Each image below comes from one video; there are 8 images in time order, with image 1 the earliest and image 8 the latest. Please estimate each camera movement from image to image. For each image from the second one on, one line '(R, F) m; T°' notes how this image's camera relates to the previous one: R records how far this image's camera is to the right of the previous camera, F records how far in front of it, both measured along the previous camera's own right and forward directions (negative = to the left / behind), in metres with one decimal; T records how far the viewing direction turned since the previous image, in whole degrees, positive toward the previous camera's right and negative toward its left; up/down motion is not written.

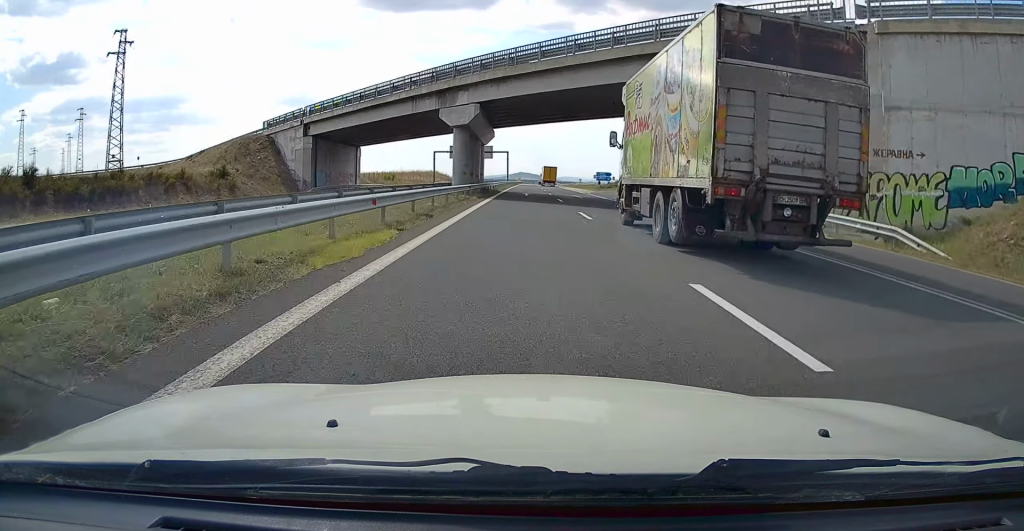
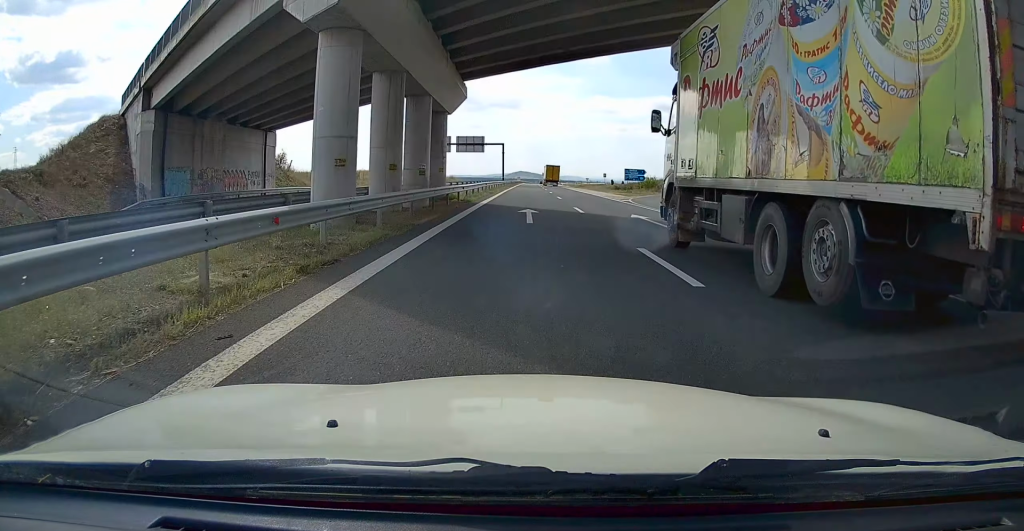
(-0.1, +28.5) m; 0°
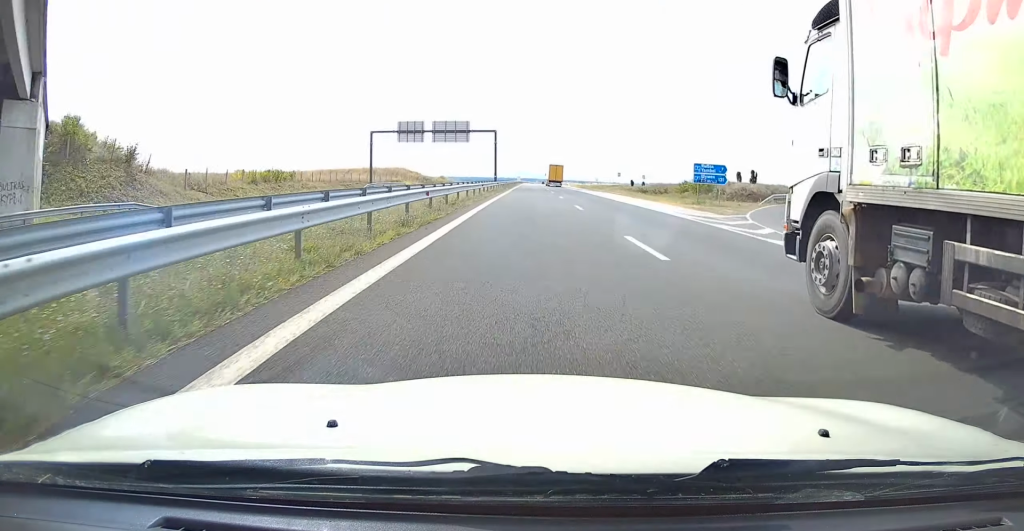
(+0.3, +29.5) m; +1°
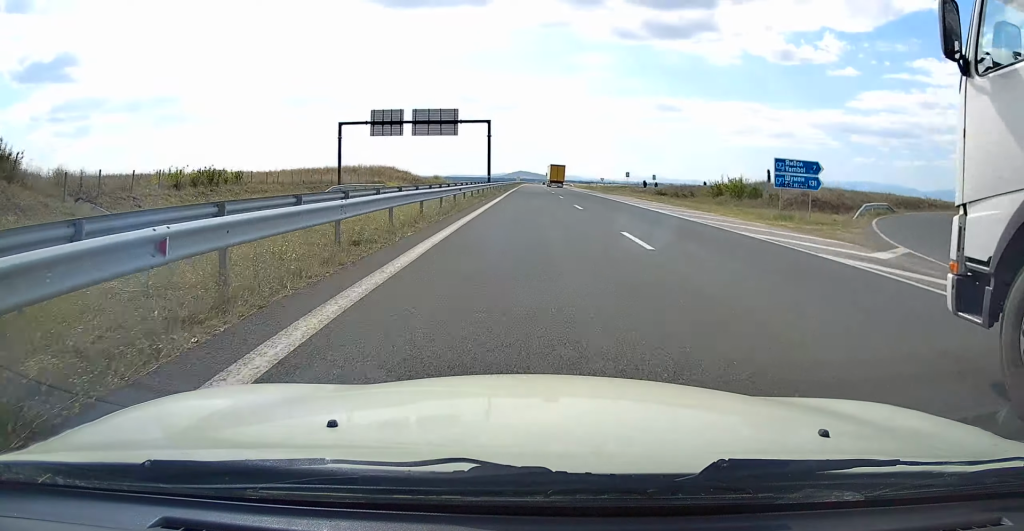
(0.0, +14.2) m; 0°
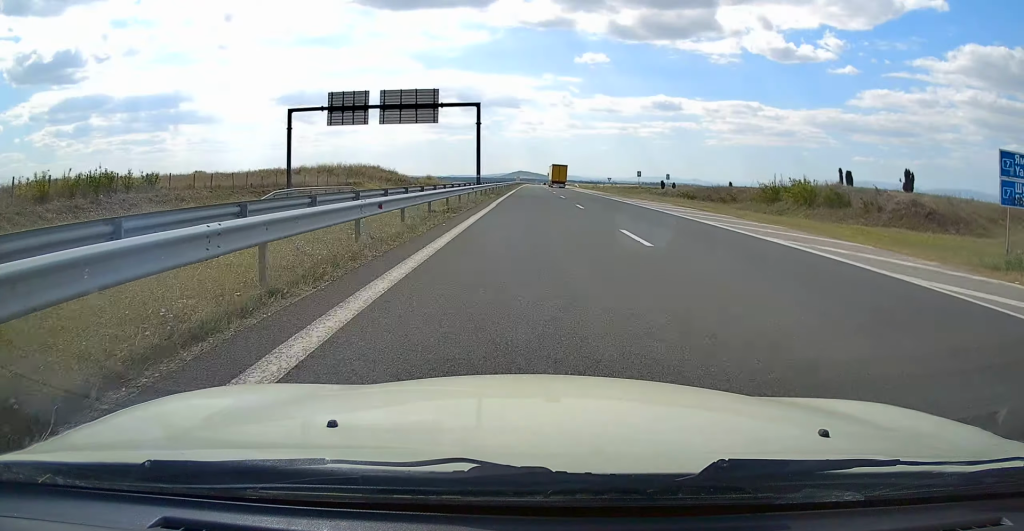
(0.0, +15.2) m; 0°
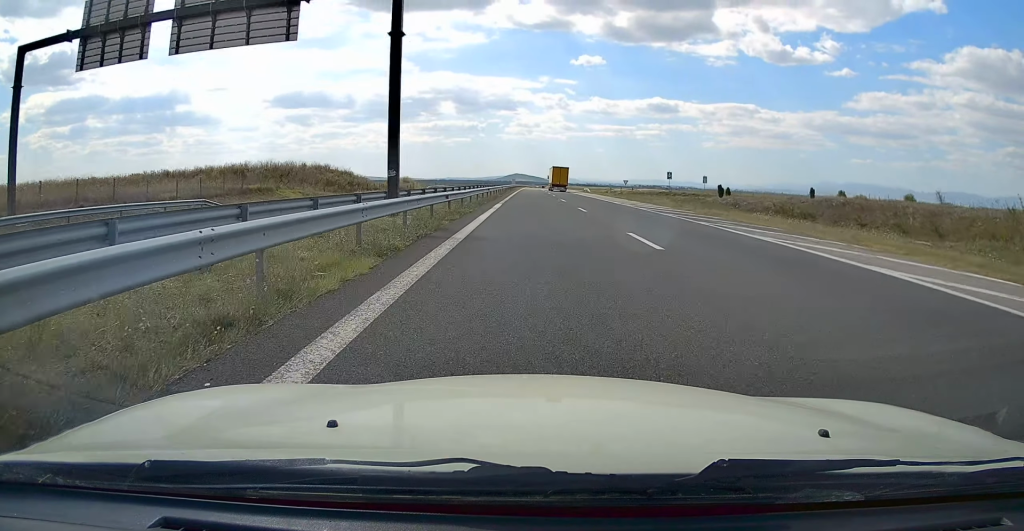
(0.0, +32.3) m; -1°
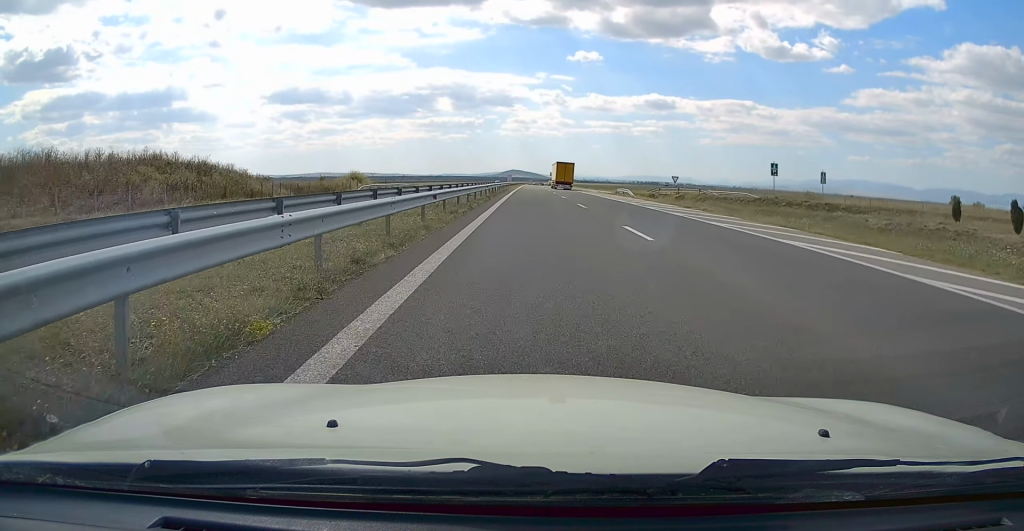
(-0.5, +46.7) m; 0°
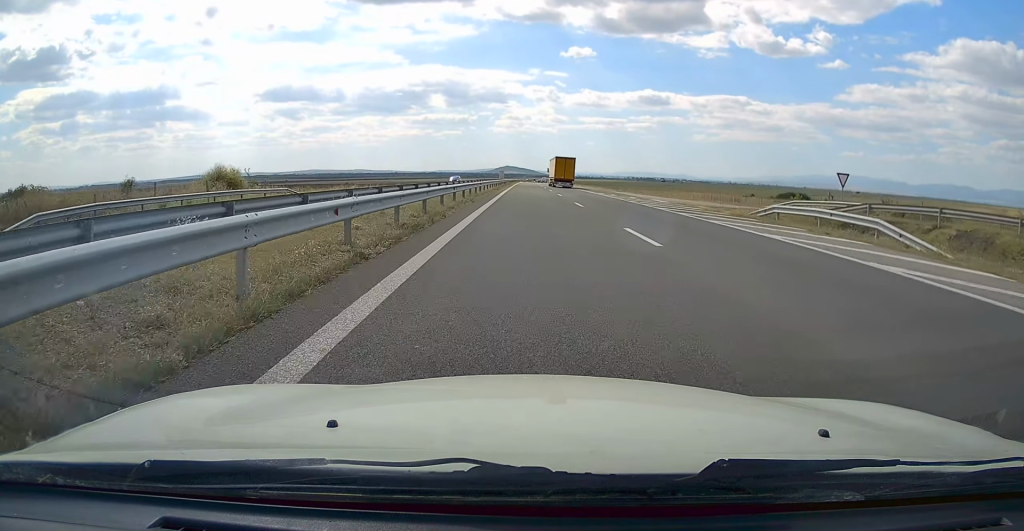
(+1.3, +49.8) m; +1°
